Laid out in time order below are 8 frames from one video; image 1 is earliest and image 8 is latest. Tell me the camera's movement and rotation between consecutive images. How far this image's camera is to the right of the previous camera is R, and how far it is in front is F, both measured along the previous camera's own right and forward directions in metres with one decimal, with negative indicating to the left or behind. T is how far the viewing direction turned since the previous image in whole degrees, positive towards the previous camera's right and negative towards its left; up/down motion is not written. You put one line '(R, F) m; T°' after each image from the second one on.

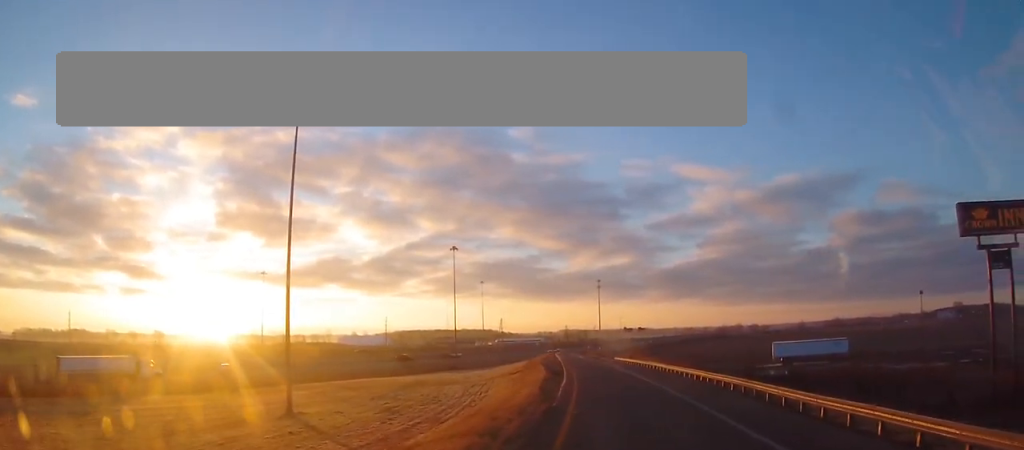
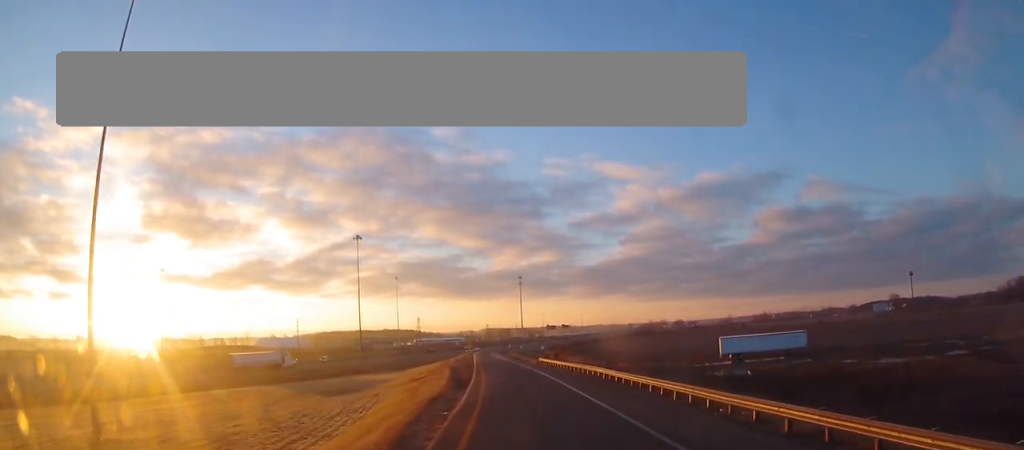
(+1.6, +16.5) m; +11°
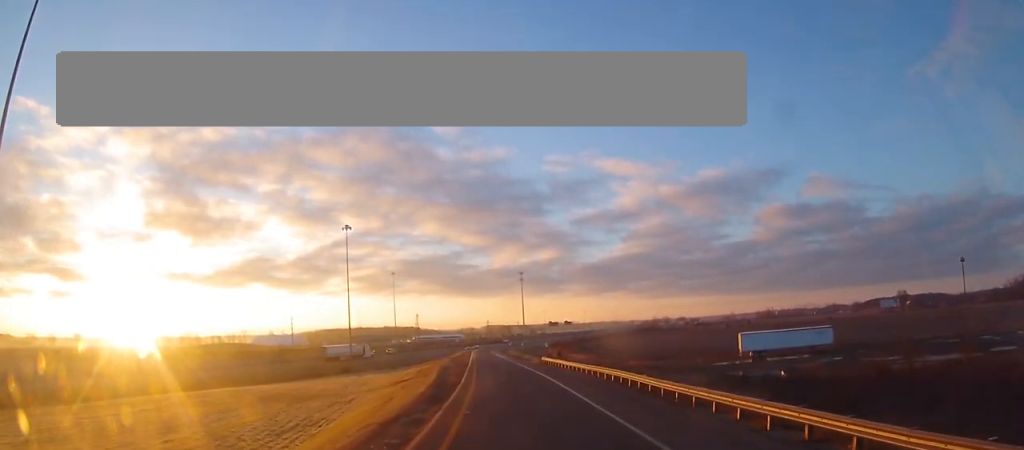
(0.0, +9.7) m; -1°
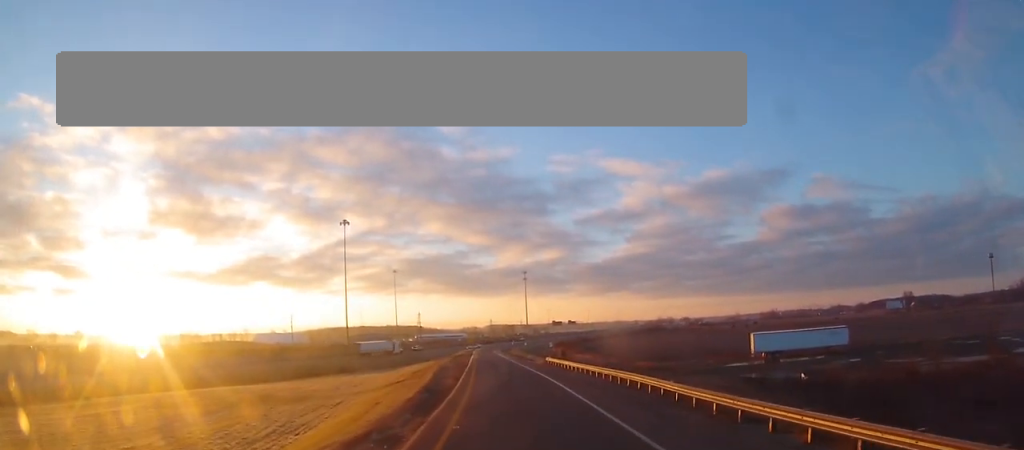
(0.0, +4.3) m; -1°
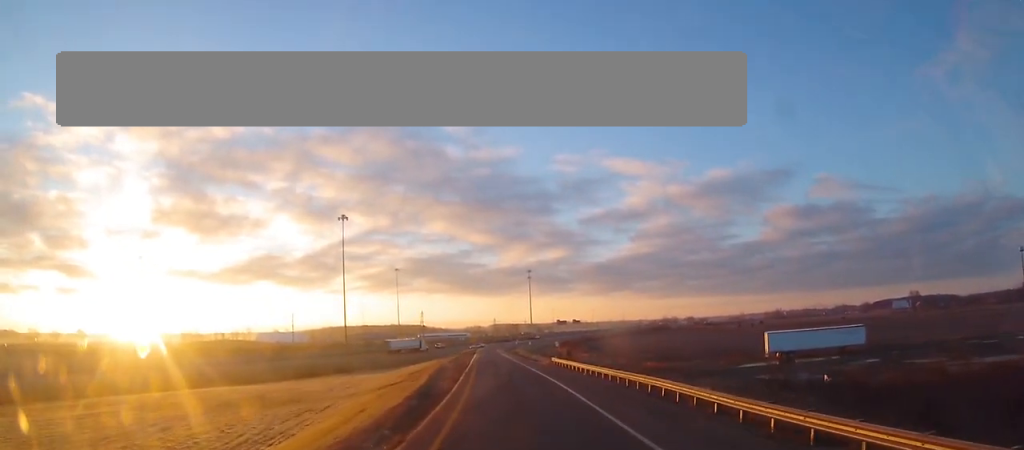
(0.0, +3.9) m; -1°
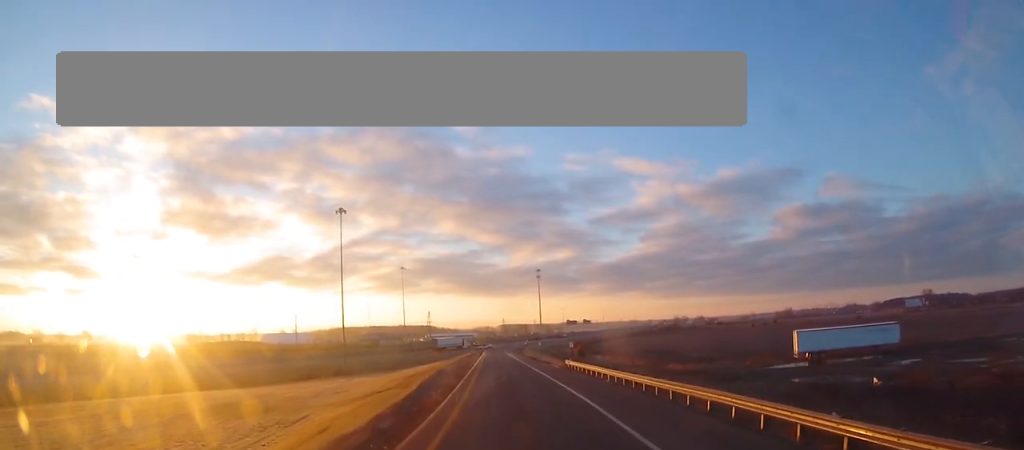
(-0.1, +7.3) m; -1°
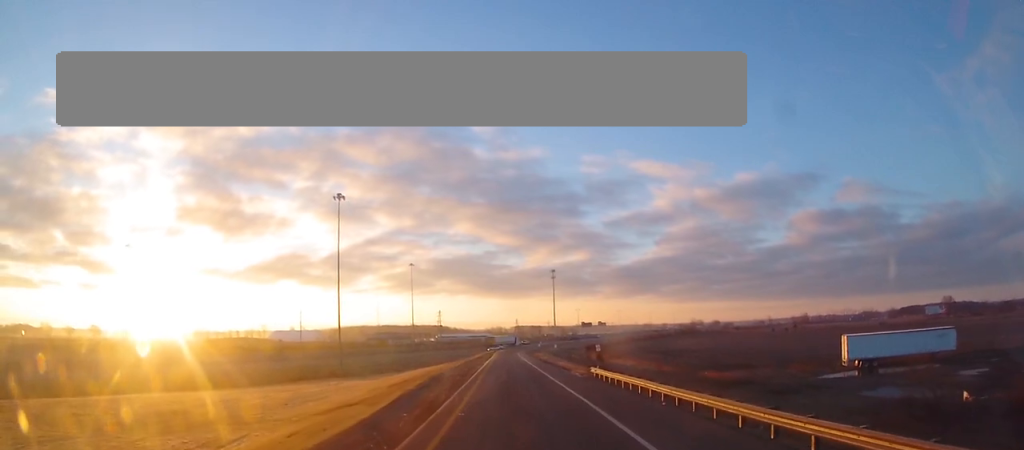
(0.0, +10.5) m; 0°
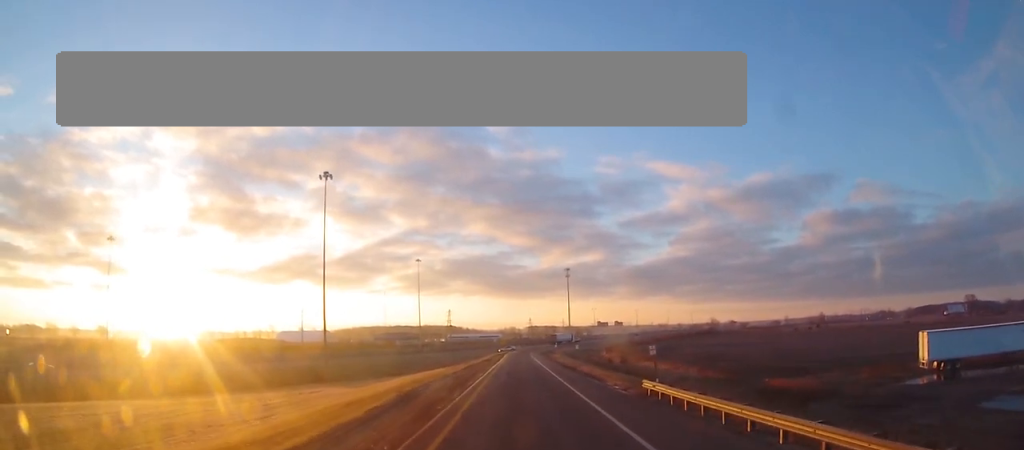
(+0.1, +14.5) m; 0°
